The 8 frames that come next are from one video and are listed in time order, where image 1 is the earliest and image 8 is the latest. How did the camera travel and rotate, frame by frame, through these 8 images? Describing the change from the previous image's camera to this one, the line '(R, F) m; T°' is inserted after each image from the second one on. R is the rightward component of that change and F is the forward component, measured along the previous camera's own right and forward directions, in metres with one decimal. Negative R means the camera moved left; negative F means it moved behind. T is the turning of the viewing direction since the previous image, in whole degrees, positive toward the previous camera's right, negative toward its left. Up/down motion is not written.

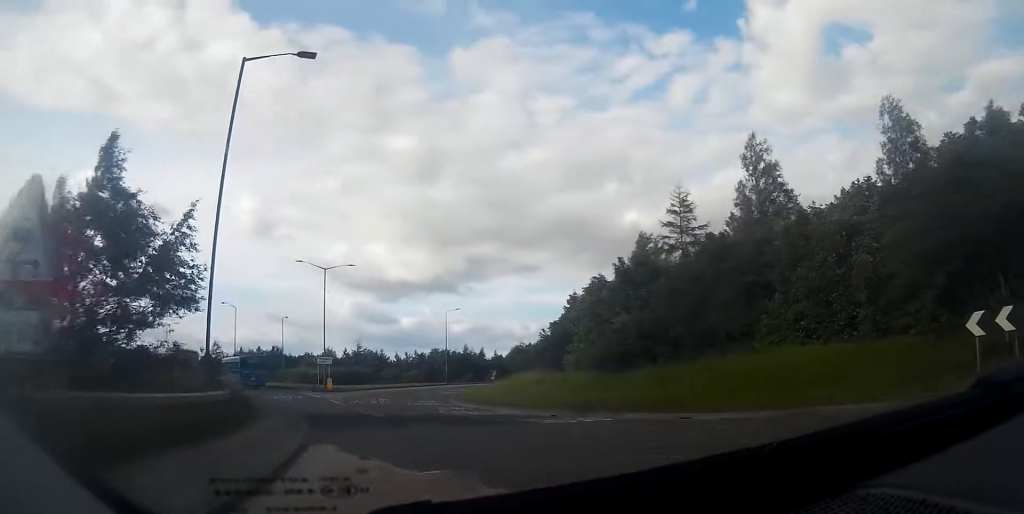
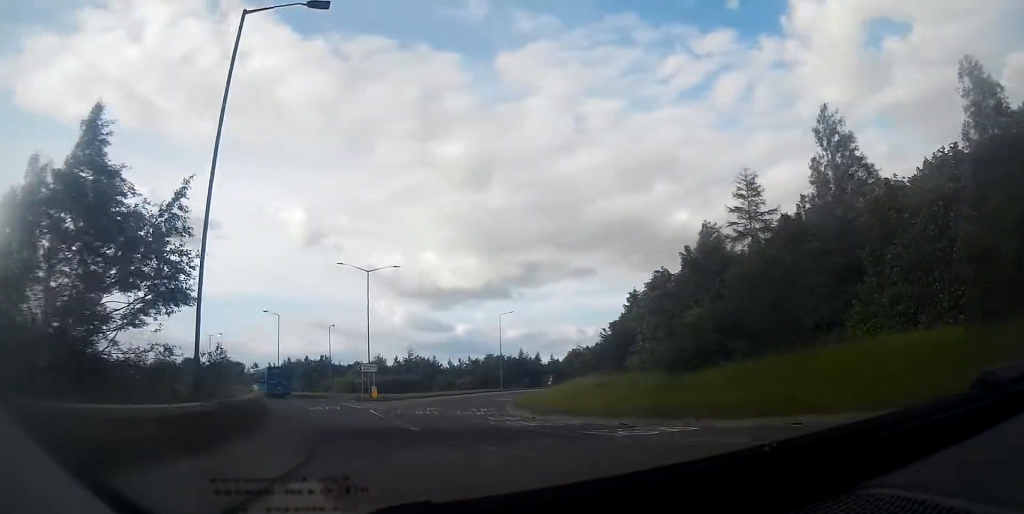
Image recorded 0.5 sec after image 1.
(-0.1, +3.7) m; -5°
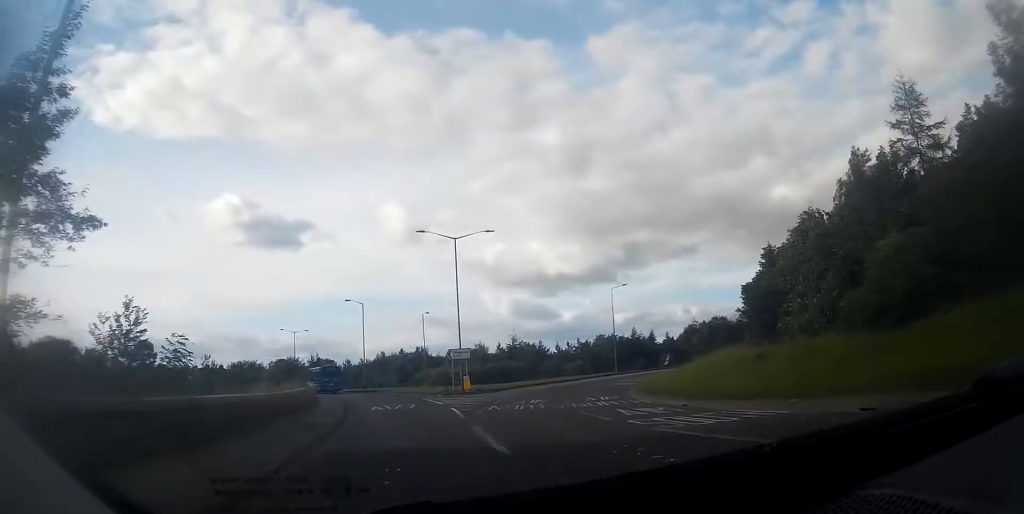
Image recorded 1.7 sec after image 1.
(-0.7, +7.7) m; -10°
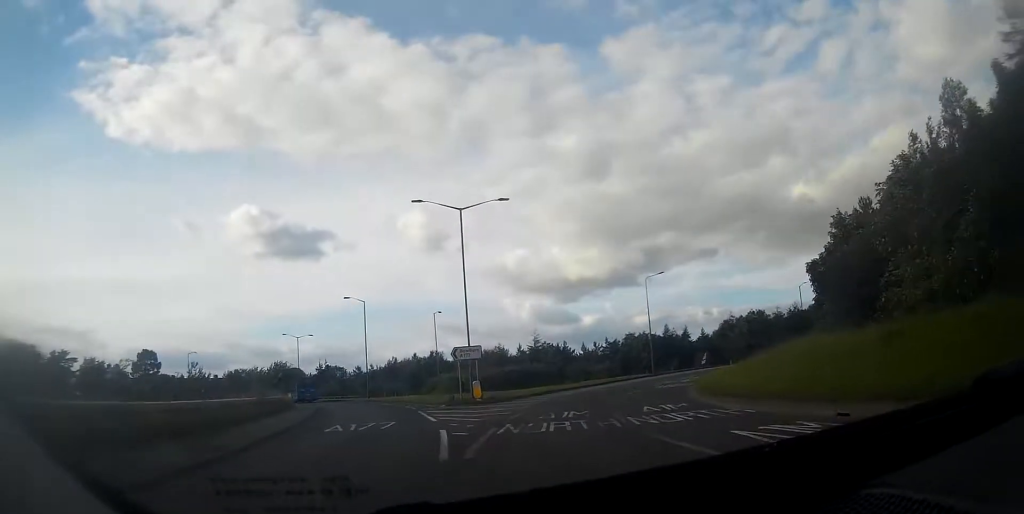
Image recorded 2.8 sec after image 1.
(-0.5, +7.1) m; -6°
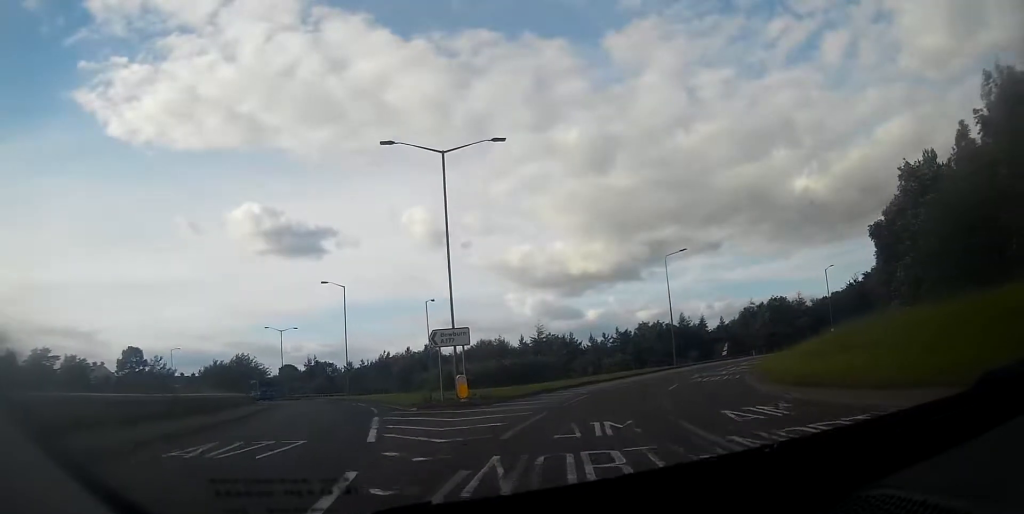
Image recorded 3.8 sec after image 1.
(-0.2, +7.3) m; -2°
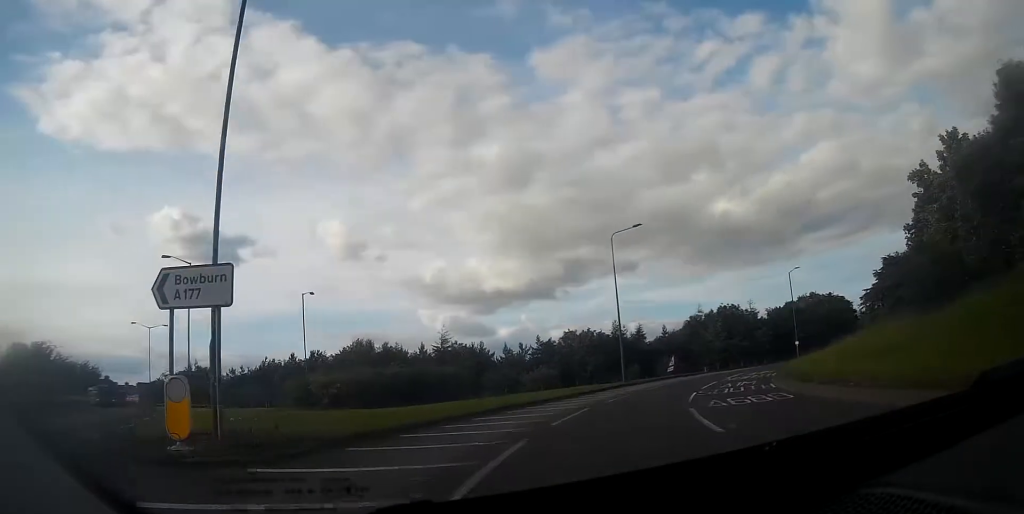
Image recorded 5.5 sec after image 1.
(-0.3, +14.8) m; +1°
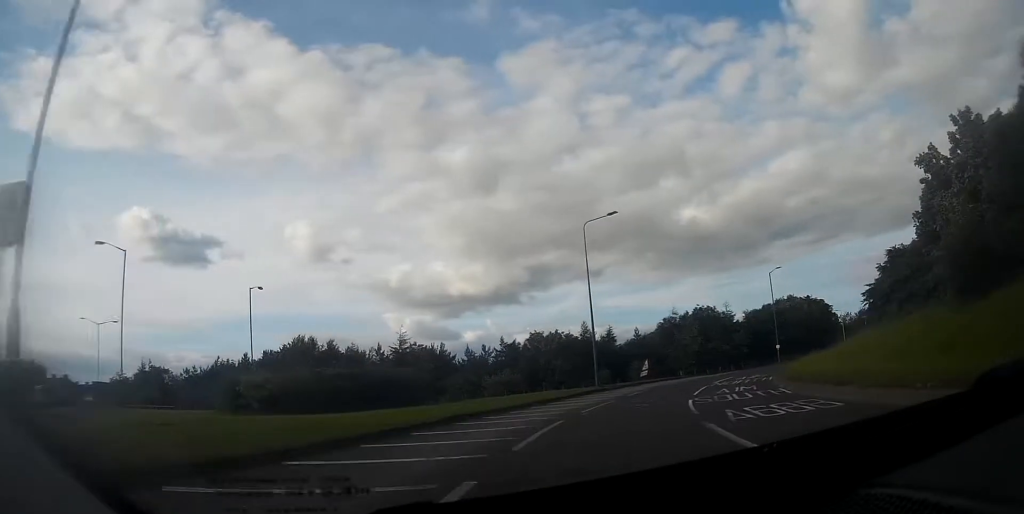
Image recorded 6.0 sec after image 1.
(+0.1, +4.1) m; +2°
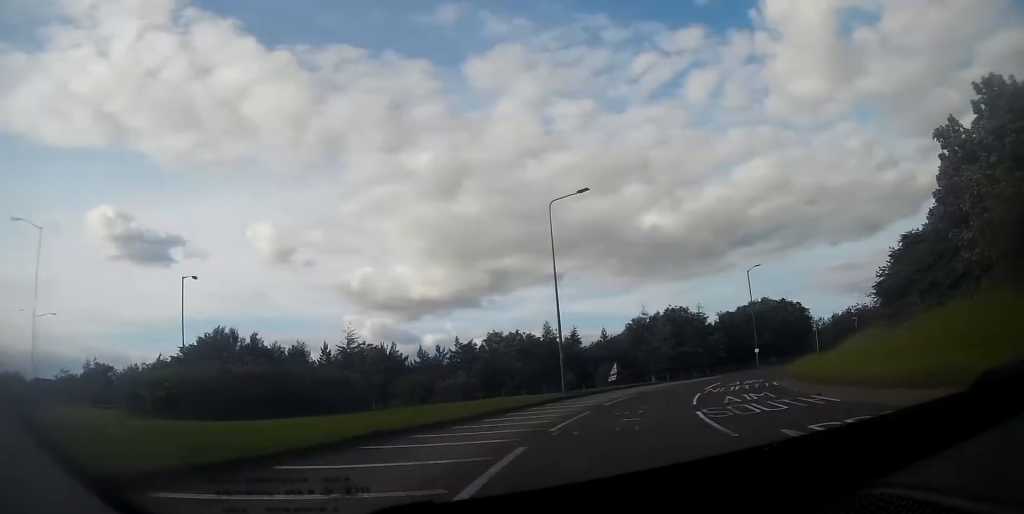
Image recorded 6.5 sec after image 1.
(+0.1, +5.1) m; +3°
